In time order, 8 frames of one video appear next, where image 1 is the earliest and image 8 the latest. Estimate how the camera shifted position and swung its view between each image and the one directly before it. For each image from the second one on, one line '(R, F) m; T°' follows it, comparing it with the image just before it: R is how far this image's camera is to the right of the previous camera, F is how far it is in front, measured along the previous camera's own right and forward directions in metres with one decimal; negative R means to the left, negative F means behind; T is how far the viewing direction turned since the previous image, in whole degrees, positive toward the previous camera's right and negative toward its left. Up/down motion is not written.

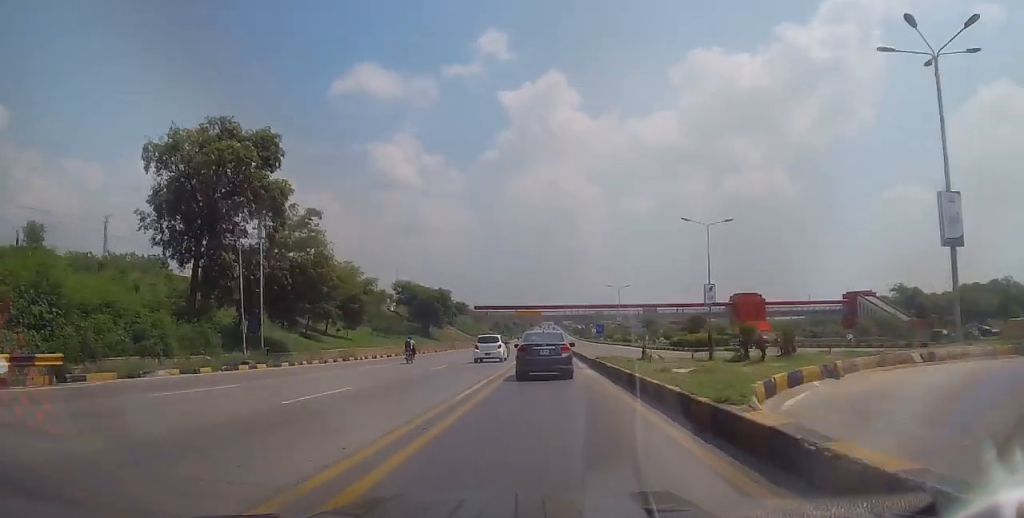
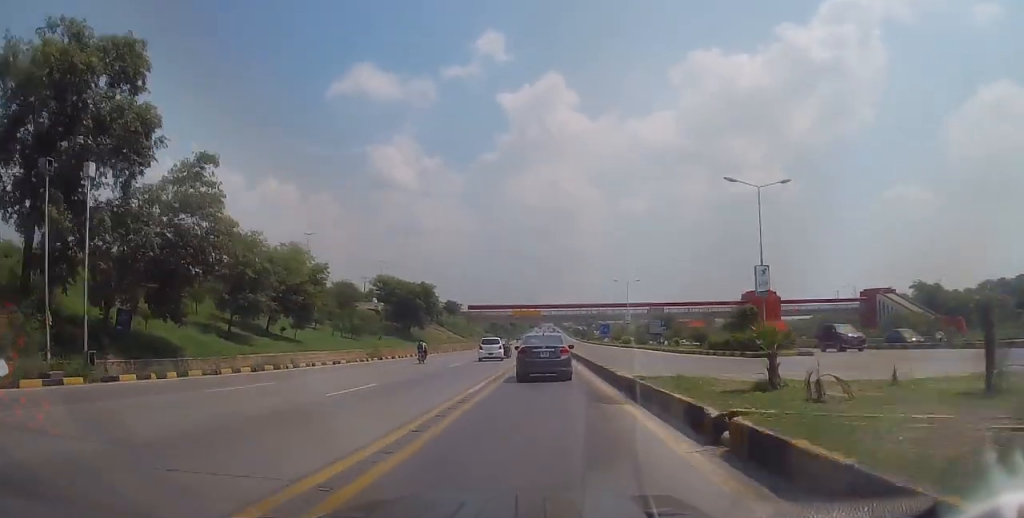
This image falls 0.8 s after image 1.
(+0.2, +13.1) m; 0°
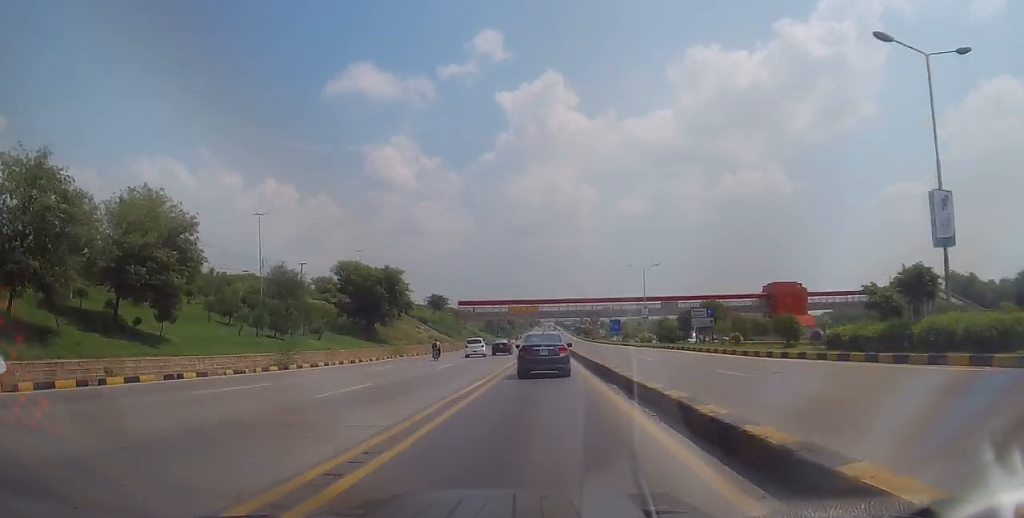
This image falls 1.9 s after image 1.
(-0.2, +18.7) m; 0°
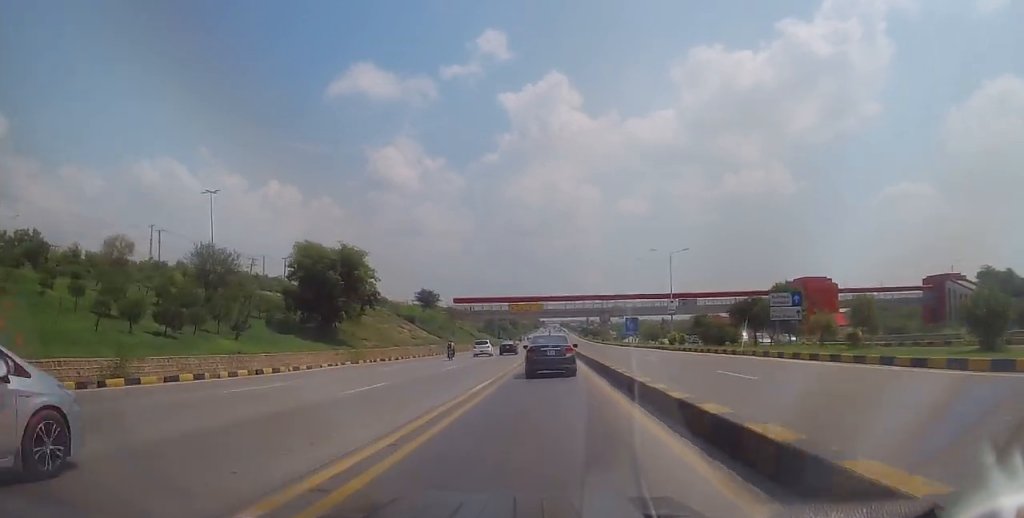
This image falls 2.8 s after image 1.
(+0.2, +15.4) m; +1°
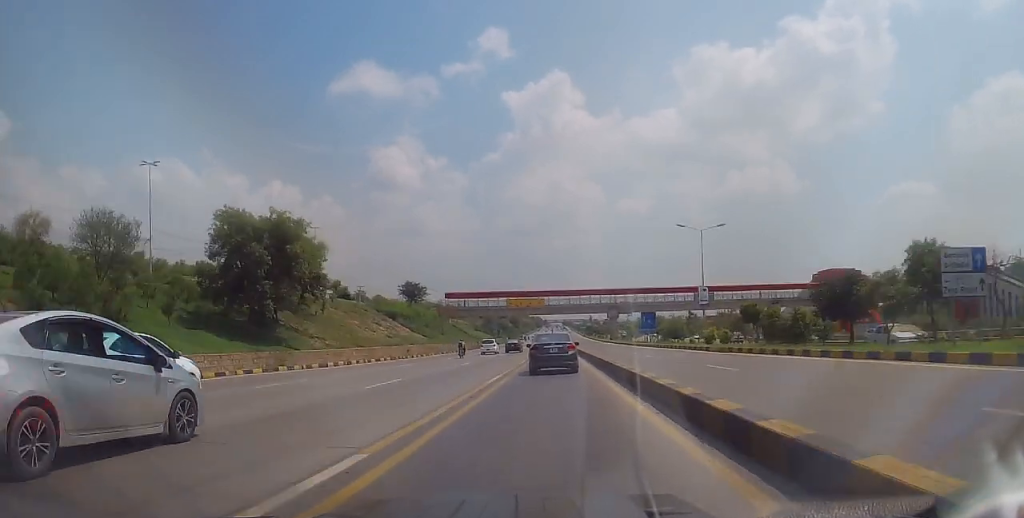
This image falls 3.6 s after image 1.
(0.0, +13.7) m; -2°
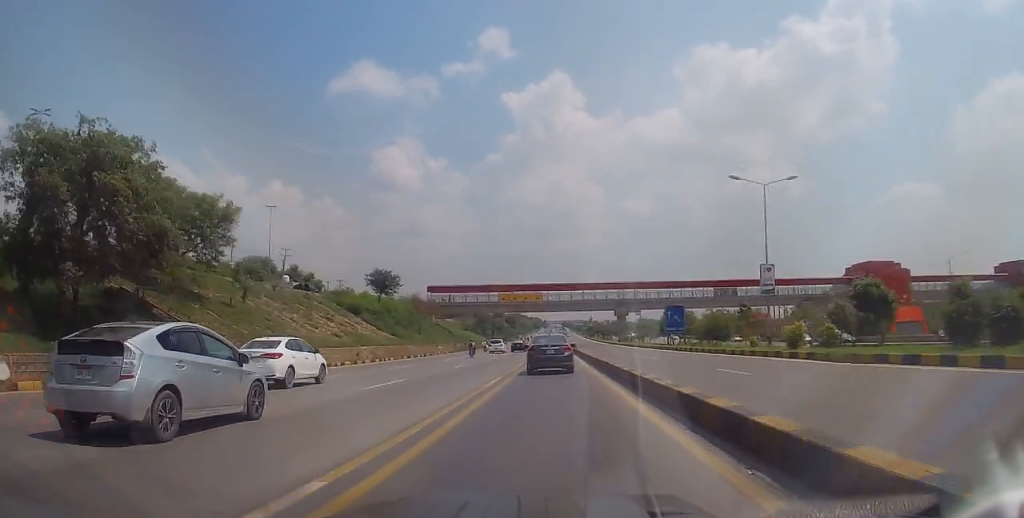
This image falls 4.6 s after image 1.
(-0.5, +17.0) m; -1°
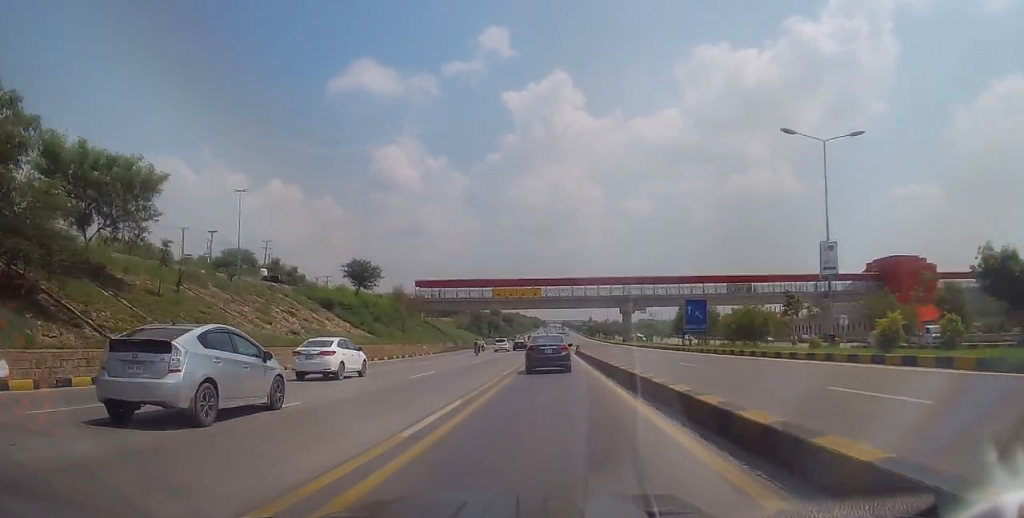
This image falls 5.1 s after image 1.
(0.0, +9.0) m; +1°
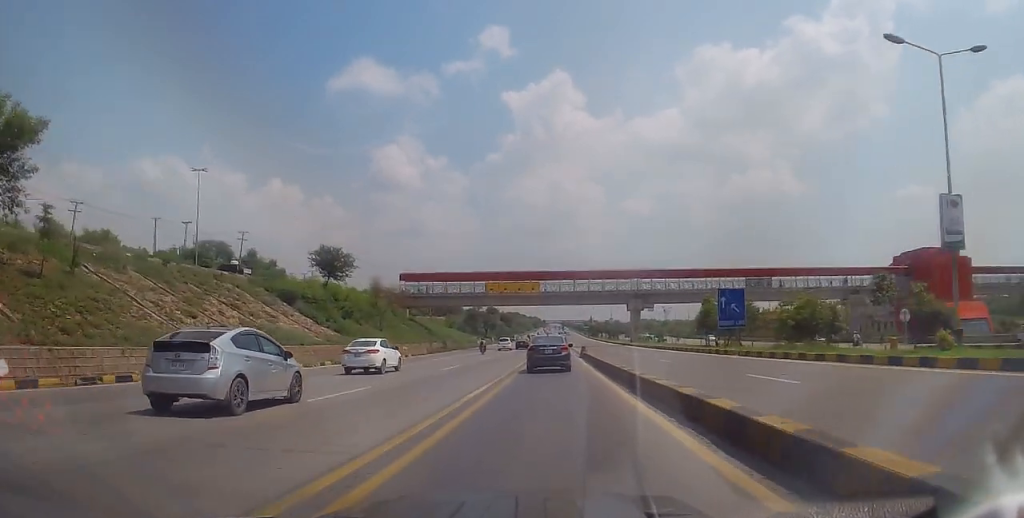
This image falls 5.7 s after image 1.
(+0.1, +10.2) m; +1°
